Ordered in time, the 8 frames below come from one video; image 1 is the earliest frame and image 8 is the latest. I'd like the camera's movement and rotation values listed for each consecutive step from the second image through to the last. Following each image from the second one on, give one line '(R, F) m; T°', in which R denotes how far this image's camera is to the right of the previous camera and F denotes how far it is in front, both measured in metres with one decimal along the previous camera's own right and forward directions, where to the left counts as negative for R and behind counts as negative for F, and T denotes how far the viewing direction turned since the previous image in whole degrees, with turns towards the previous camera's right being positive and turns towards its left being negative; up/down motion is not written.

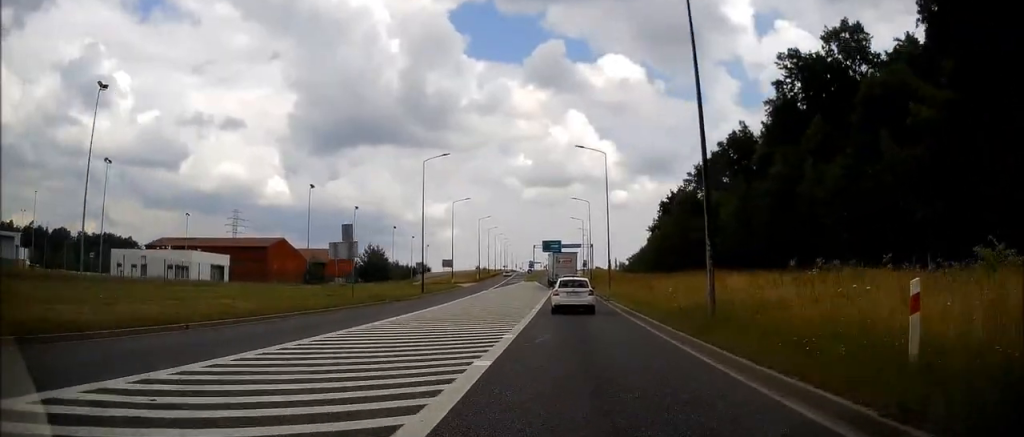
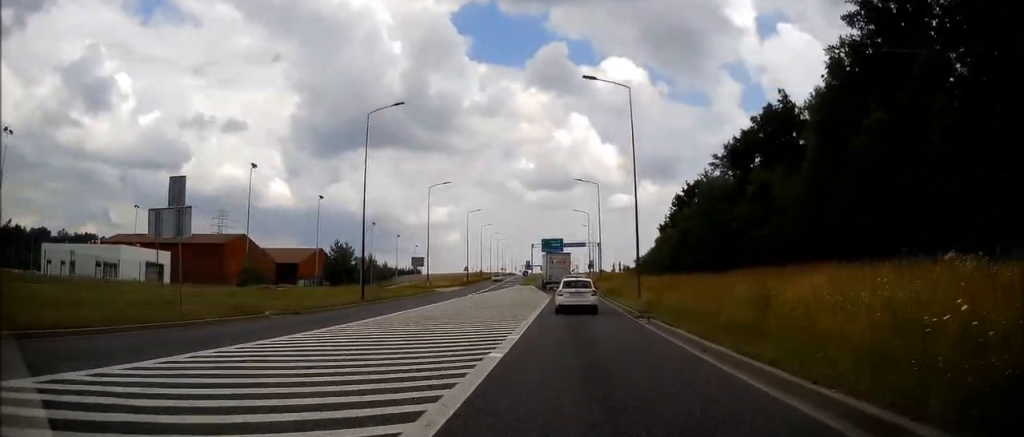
(-0.1, +16.6) m; 0°
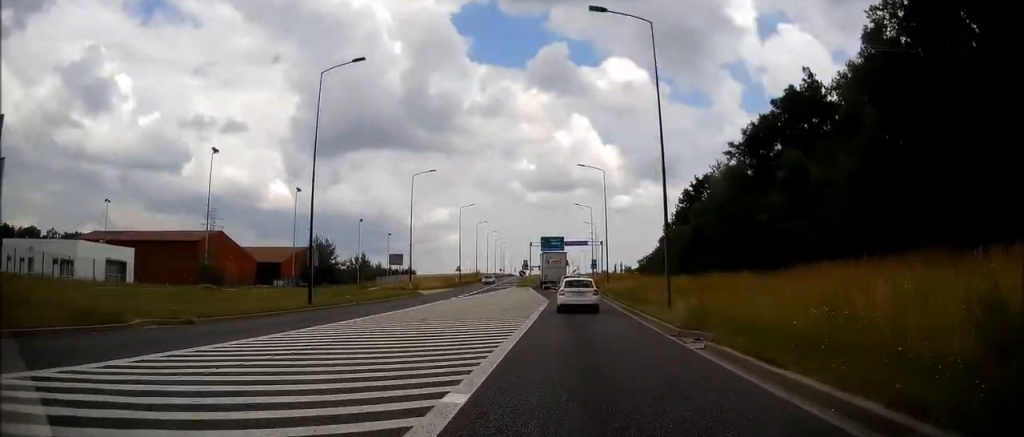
(0.0, +8.0) m; 0°
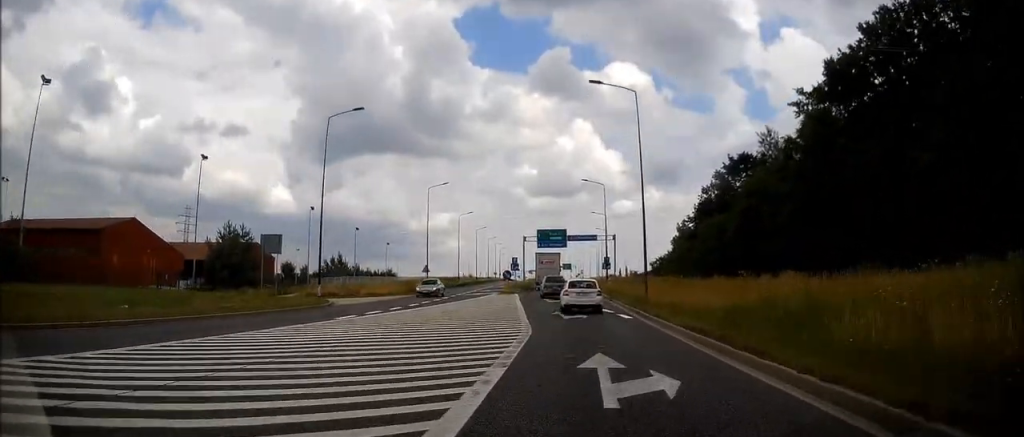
(-0.1, +23.0) m; -1°
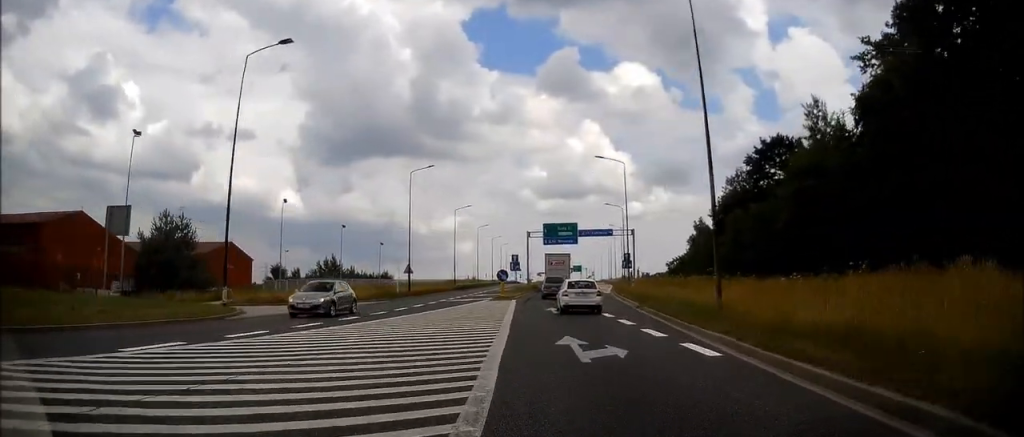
(-0.1, +11.2) m; -1°
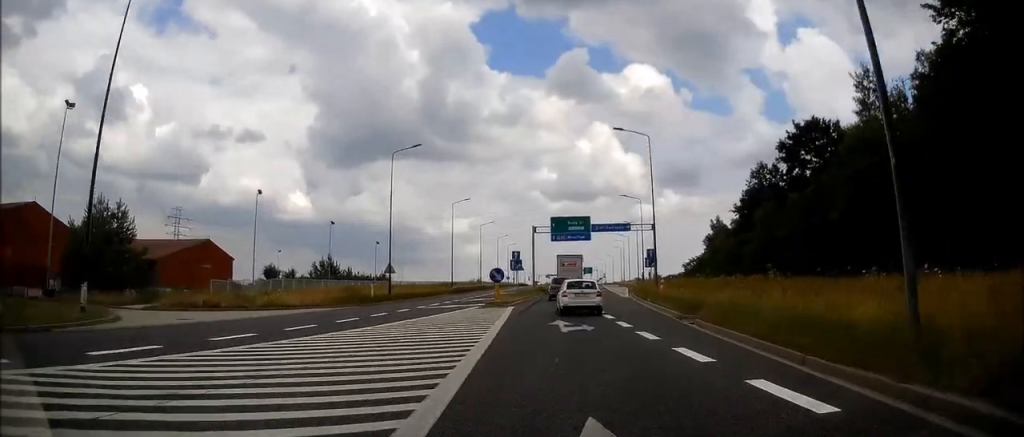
(0.0, +9.2) m; -1°
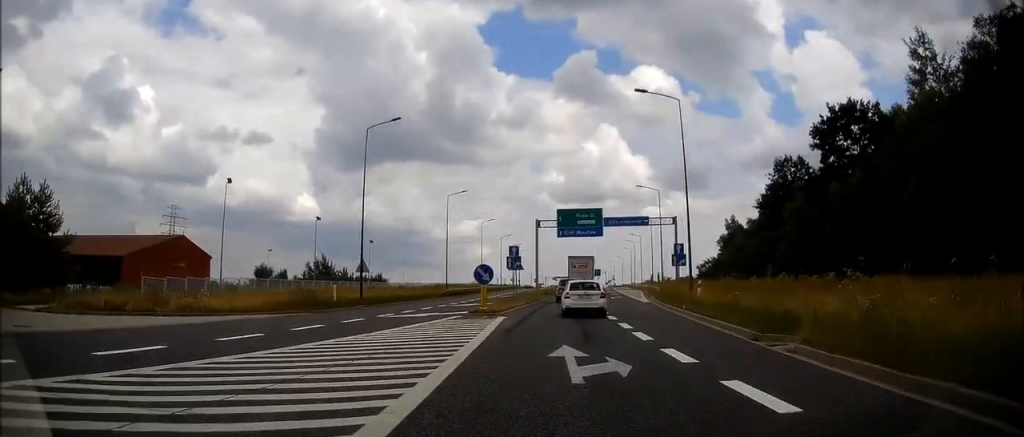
(0.0, +8.1) m; -1°
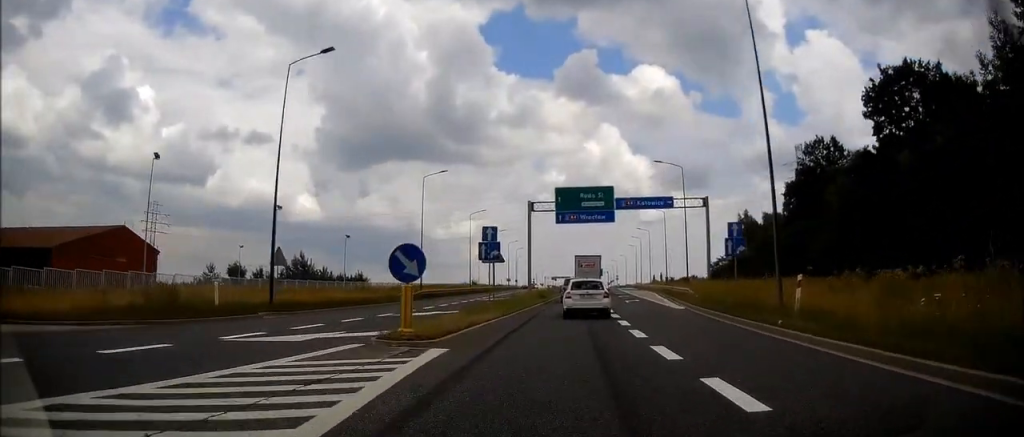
(-0.2, +11.9) m; -1°
